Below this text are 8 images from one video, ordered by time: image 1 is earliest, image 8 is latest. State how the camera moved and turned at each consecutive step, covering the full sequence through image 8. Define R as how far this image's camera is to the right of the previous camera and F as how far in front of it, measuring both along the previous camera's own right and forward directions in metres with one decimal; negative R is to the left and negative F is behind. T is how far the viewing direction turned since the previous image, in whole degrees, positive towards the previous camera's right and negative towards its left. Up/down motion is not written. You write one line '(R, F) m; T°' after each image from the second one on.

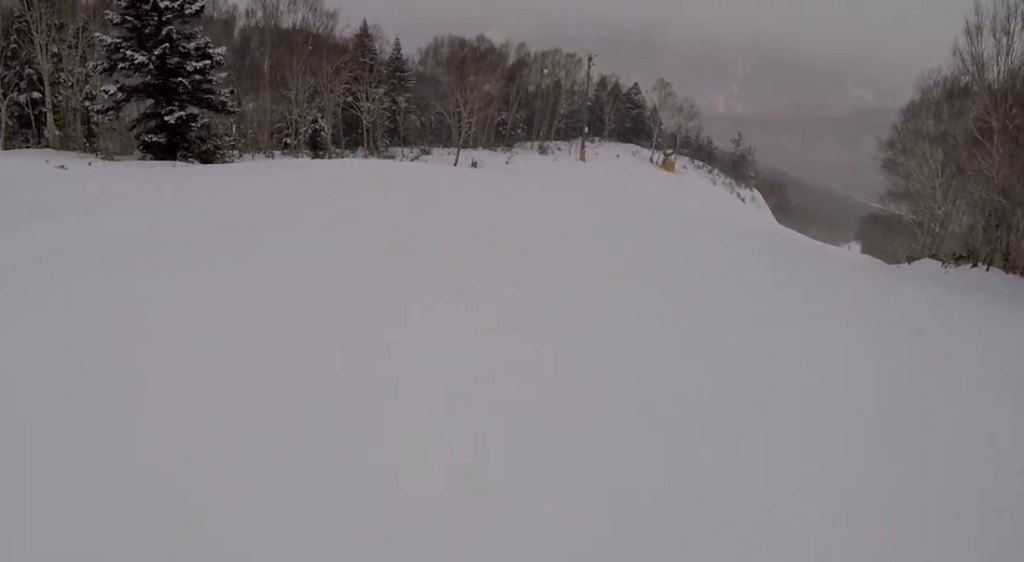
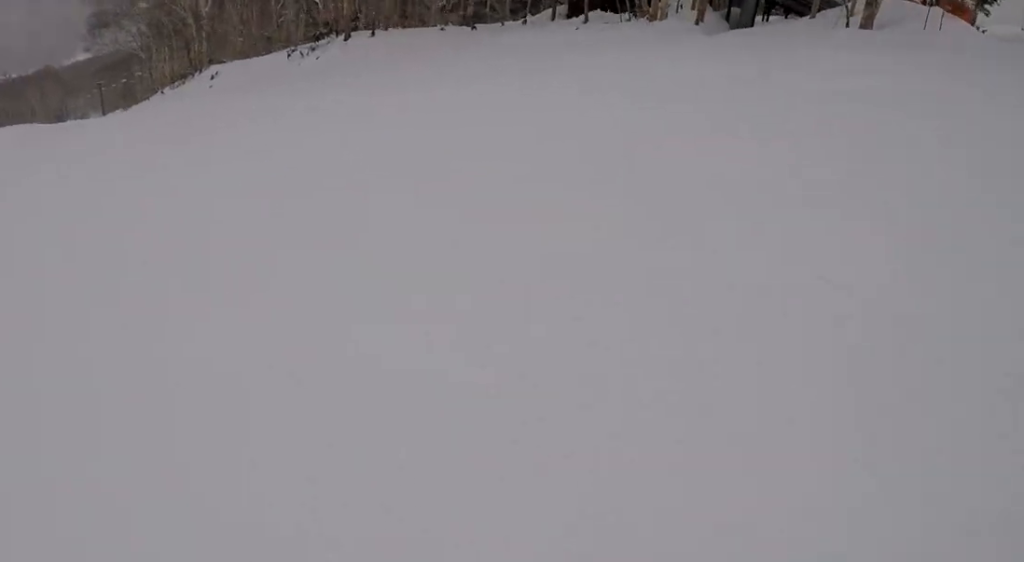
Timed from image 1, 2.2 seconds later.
(+0.1, +17.0) m; +8°
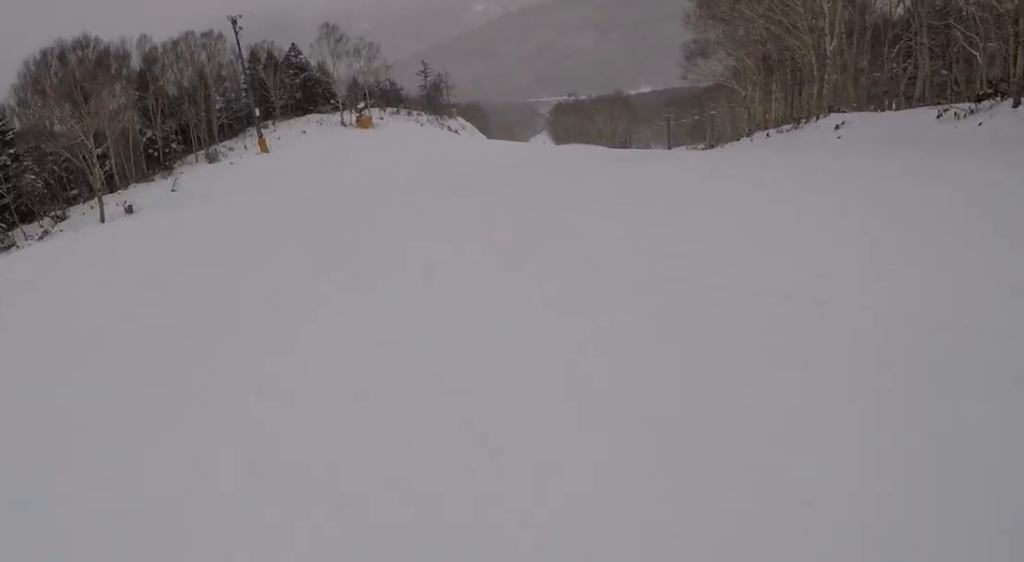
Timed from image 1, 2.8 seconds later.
(-0.3, +3.8) m; +13°
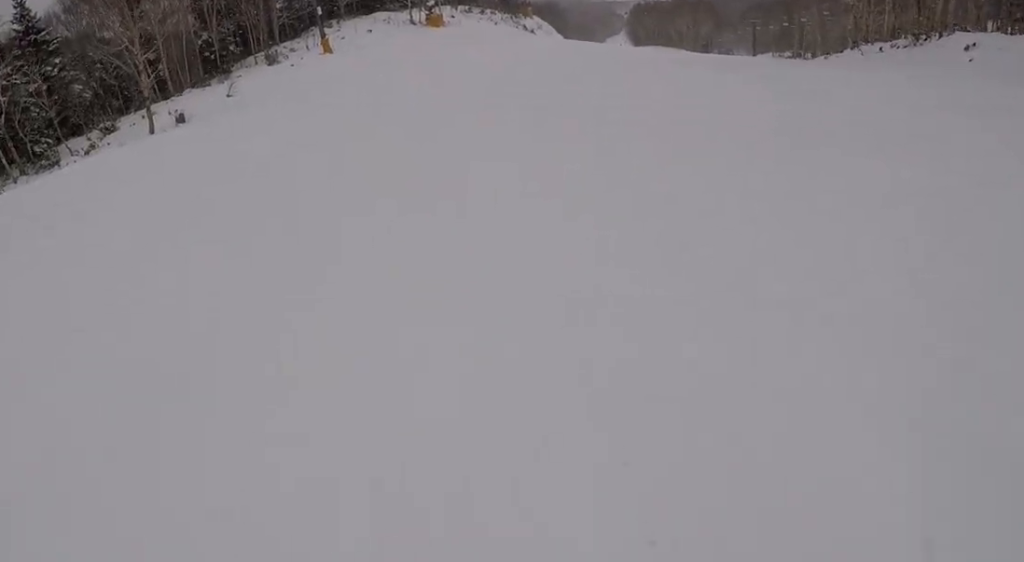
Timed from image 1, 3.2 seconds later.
(+0.2, +2.8) m; +6°
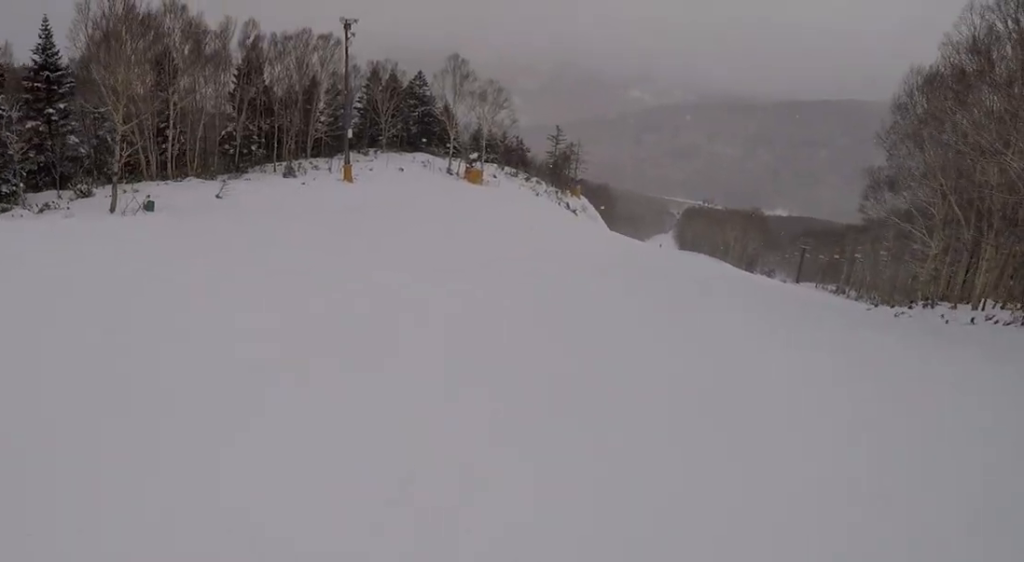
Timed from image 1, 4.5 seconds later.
(+0.9, +8.8) m; -8°
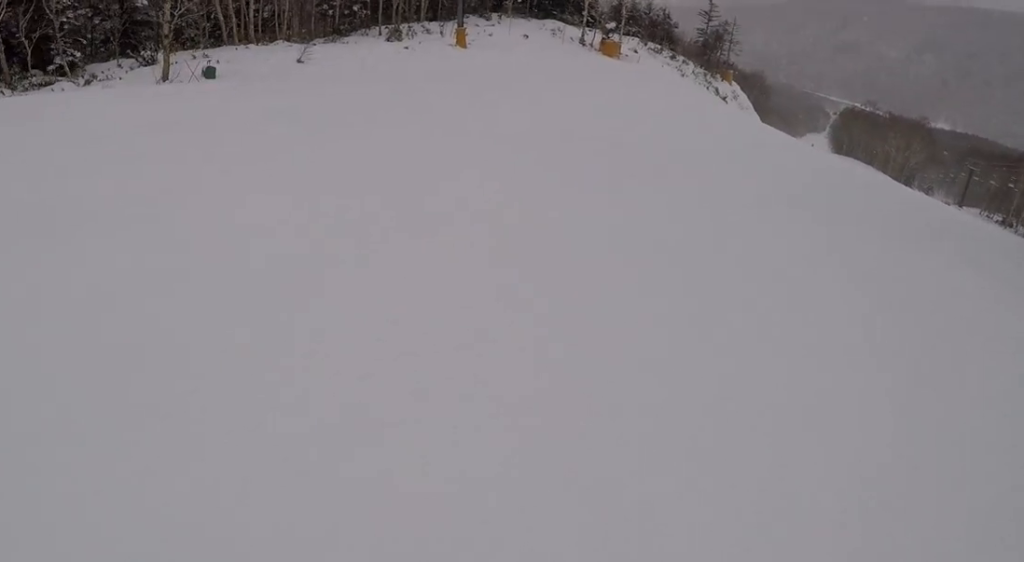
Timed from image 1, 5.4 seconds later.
(-1.1, +7.0) m; -3°
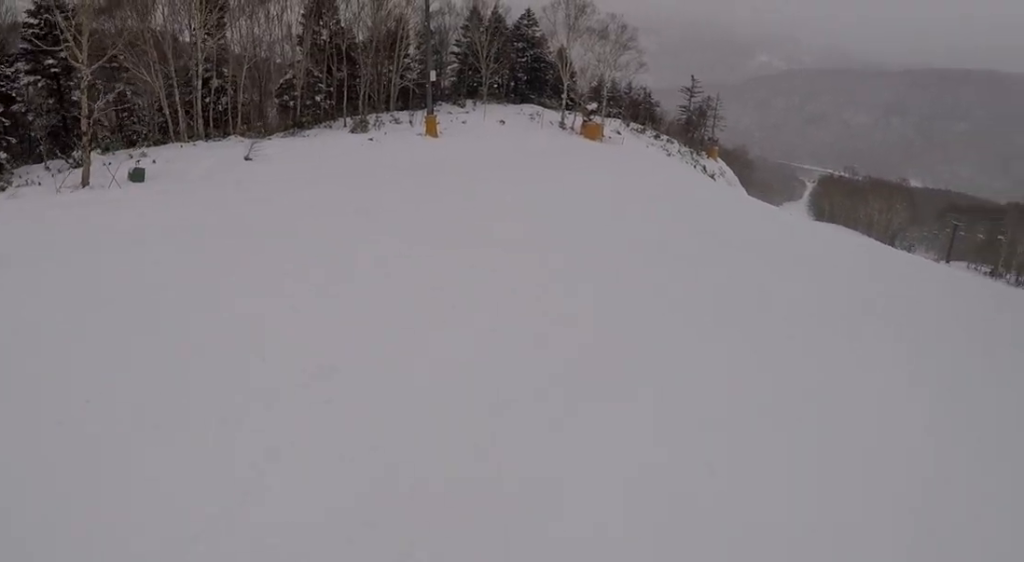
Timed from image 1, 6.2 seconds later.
(+0.6, +5.8) m; +9°
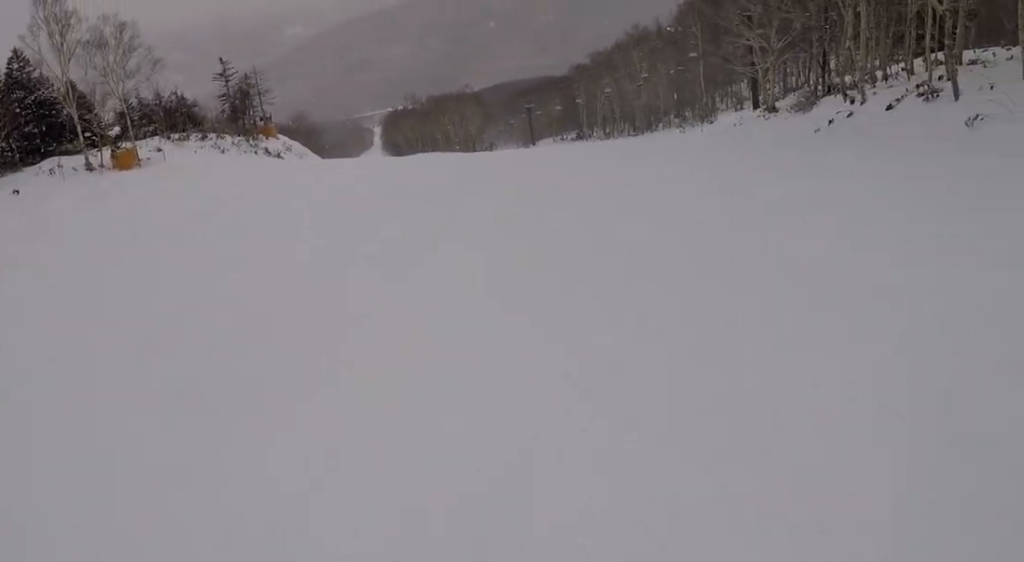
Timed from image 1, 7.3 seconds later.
(+0.9, +9.0) m; +14°
